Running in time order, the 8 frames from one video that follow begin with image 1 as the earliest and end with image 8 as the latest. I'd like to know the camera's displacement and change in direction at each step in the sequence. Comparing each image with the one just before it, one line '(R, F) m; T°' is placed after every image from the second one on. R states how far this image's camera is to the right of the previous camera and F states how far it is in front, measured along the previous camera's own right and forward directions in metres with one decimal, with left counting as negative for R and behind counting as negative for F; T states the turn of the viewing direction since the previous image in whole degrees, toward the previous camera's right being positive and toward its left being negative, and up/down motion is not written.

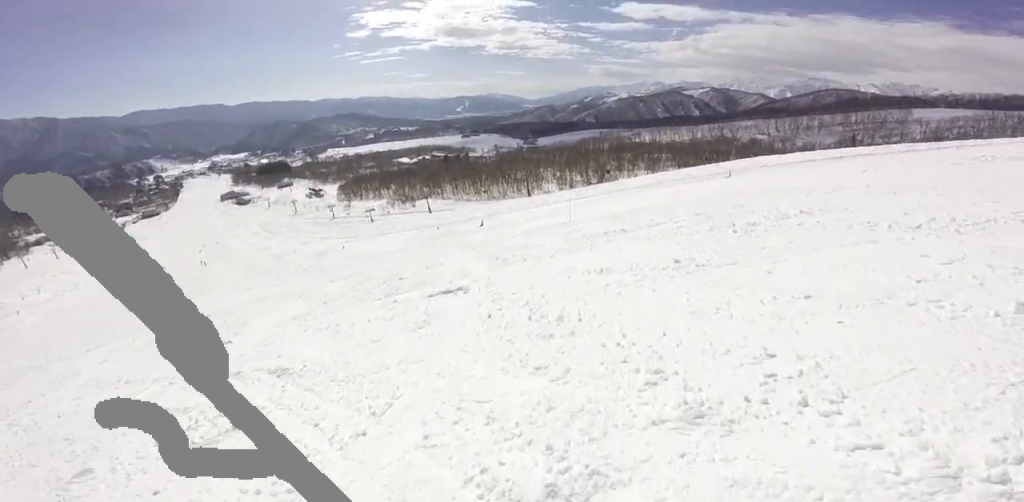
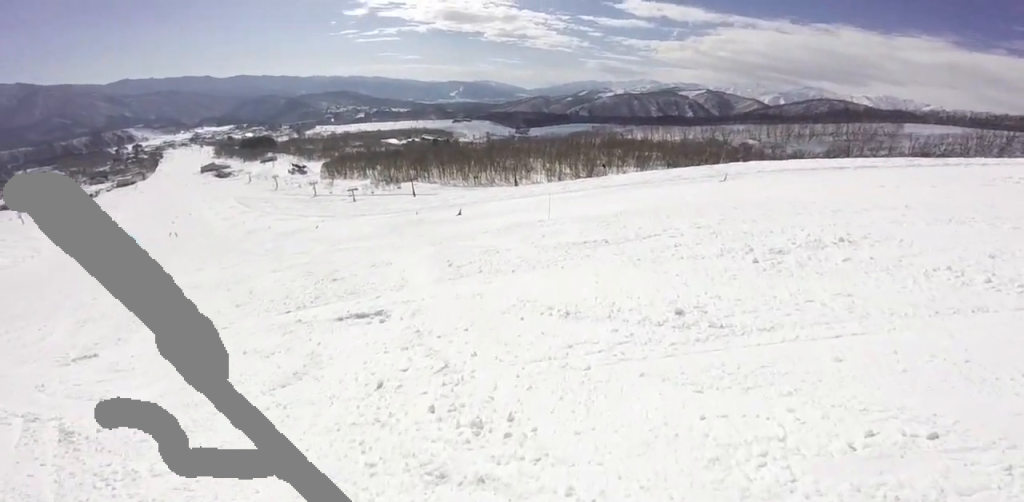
(+0.4, +2.3) m; +4°
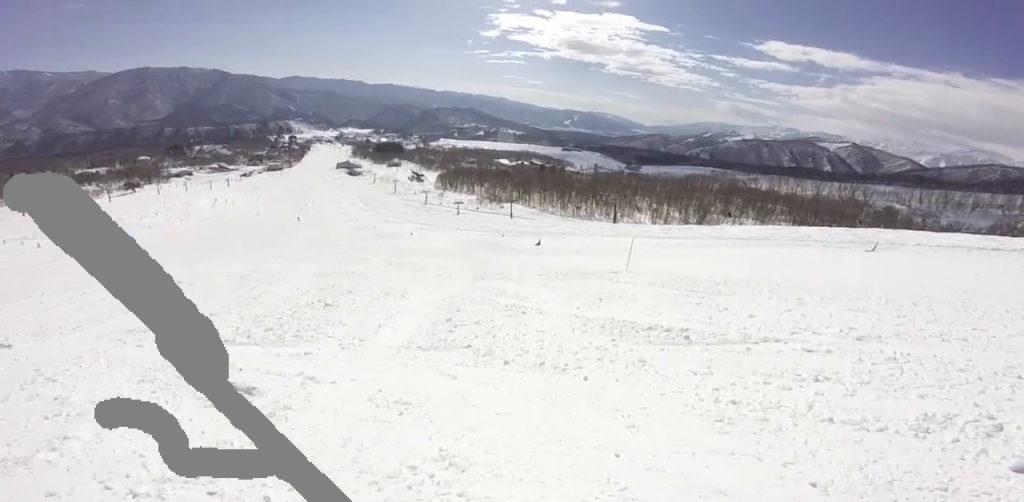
(-0.4, +3.8) m; -10°
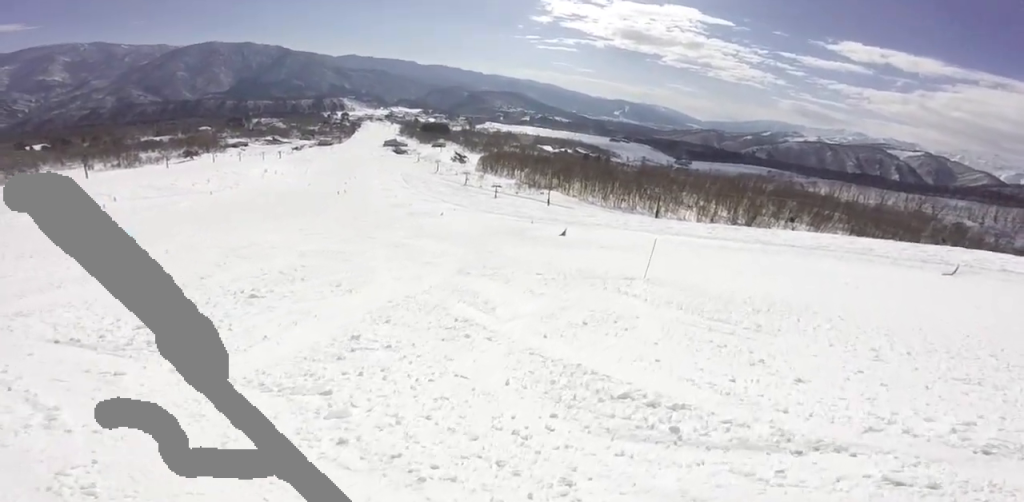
(-0.1, +3.1) m; -13°
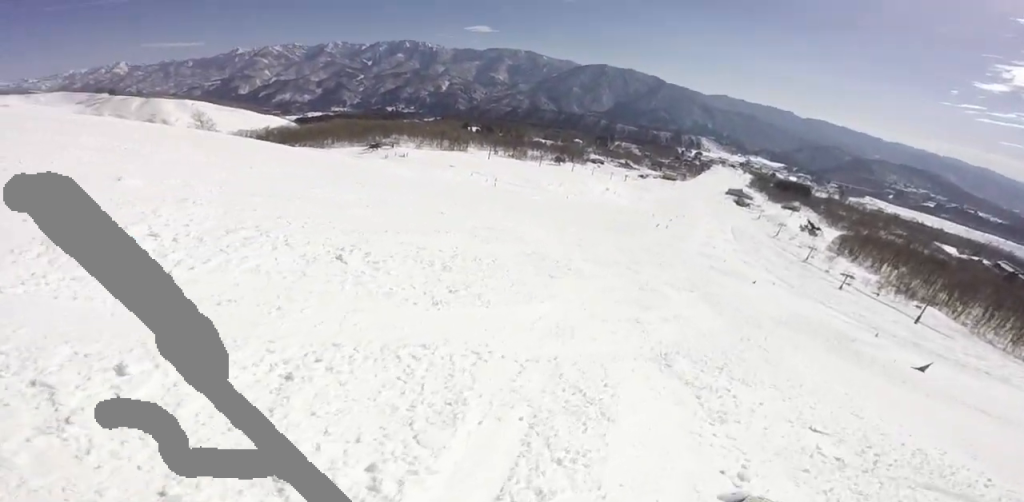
(-1.0, +4.3) m; -37°
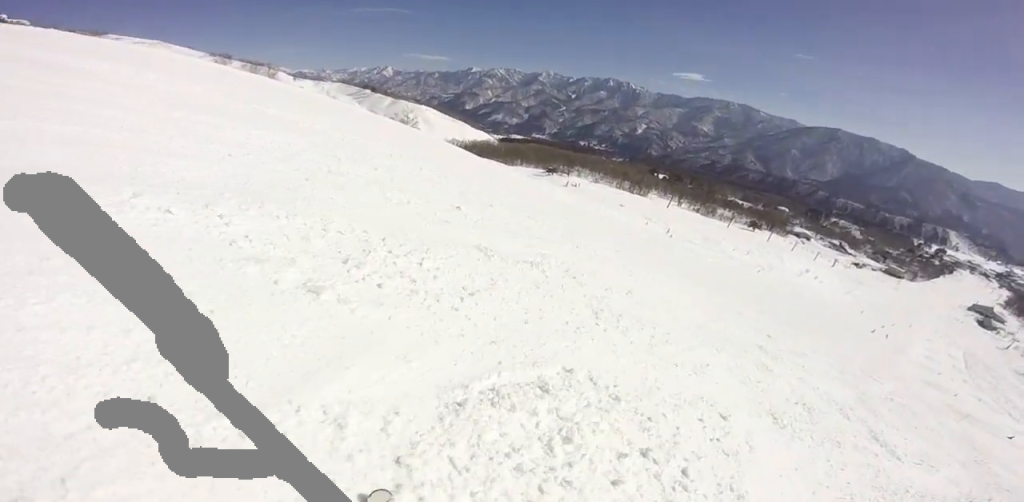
(-3.9, +6.3) m; -42°
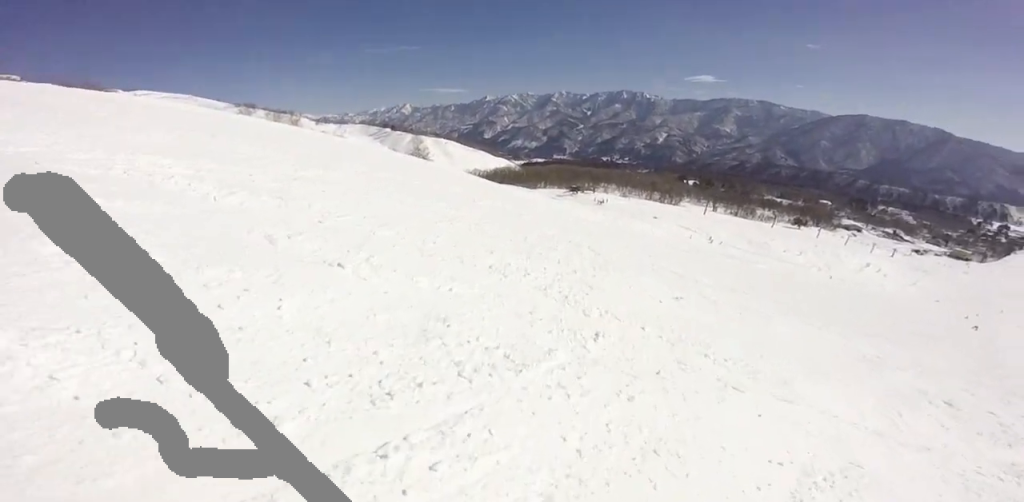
(0.0, +6.1) m; -1°
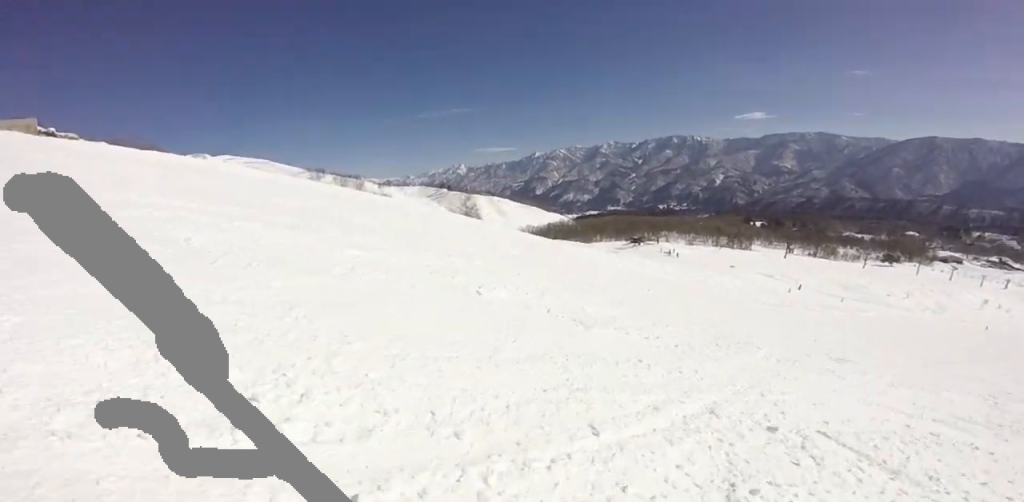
(-1.1, +9.0) m; -17°
